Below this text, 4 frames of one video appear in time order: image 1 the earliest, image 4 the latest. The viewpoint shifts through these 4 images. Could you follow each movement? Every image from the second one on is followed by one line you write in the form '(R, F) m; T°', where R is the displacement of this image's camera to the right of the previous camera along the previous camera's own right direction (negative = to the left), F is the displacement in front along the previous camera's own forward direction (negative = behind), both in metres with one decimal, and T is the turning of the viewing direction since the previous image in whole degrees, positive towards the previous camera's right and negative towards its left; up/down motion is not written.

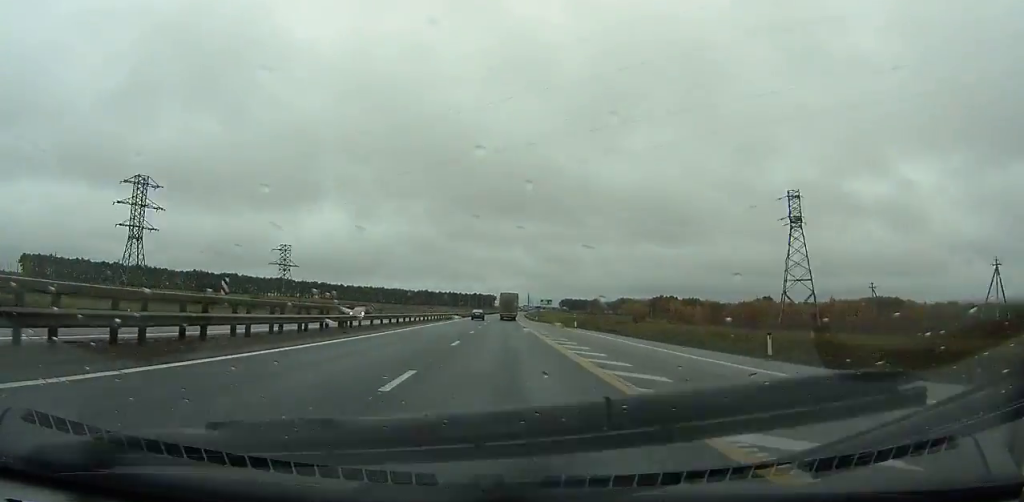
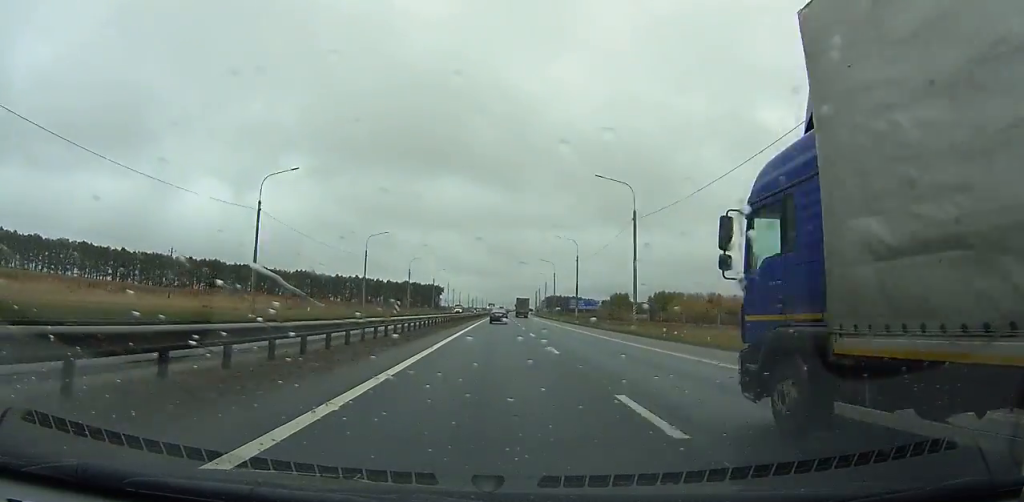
(+9.7, +335.9) m; +4°
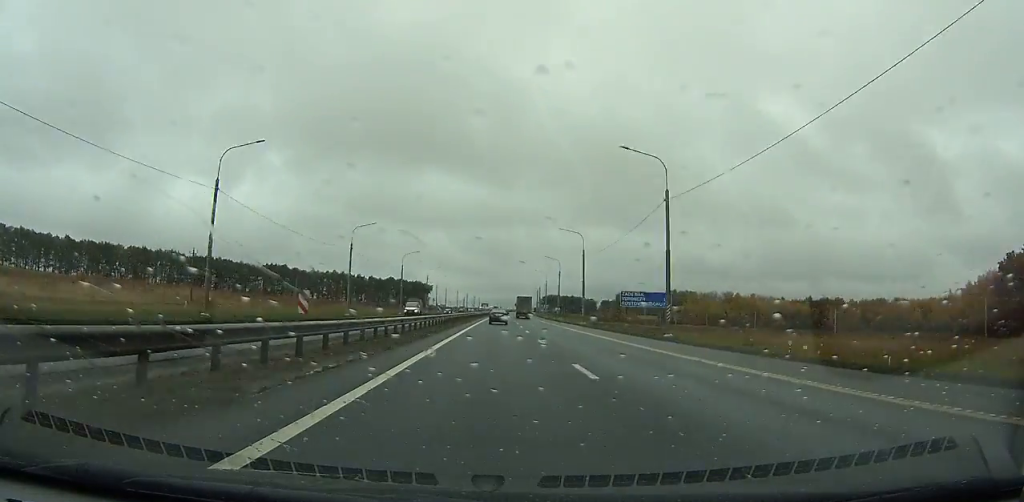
(+0.3, +40.9) m; +1°
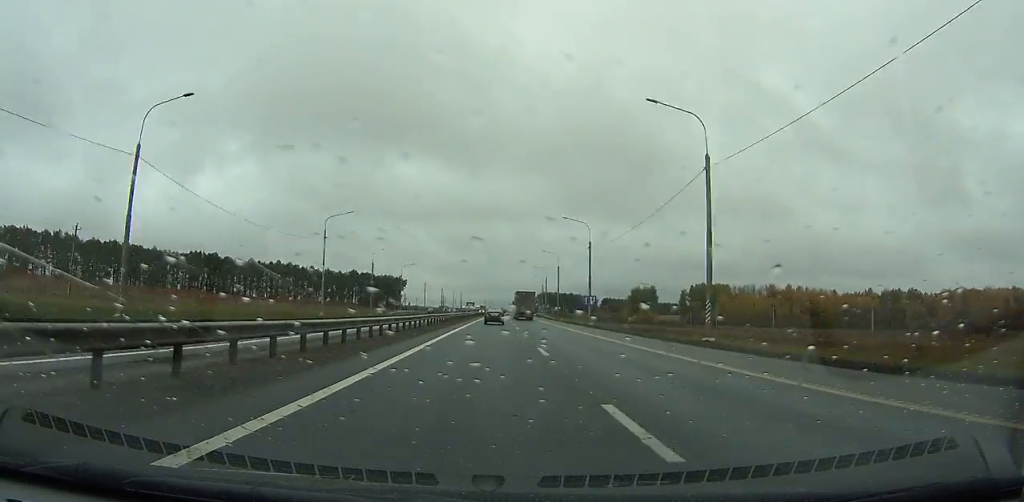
(+1.0, +78.1) m; +1°
